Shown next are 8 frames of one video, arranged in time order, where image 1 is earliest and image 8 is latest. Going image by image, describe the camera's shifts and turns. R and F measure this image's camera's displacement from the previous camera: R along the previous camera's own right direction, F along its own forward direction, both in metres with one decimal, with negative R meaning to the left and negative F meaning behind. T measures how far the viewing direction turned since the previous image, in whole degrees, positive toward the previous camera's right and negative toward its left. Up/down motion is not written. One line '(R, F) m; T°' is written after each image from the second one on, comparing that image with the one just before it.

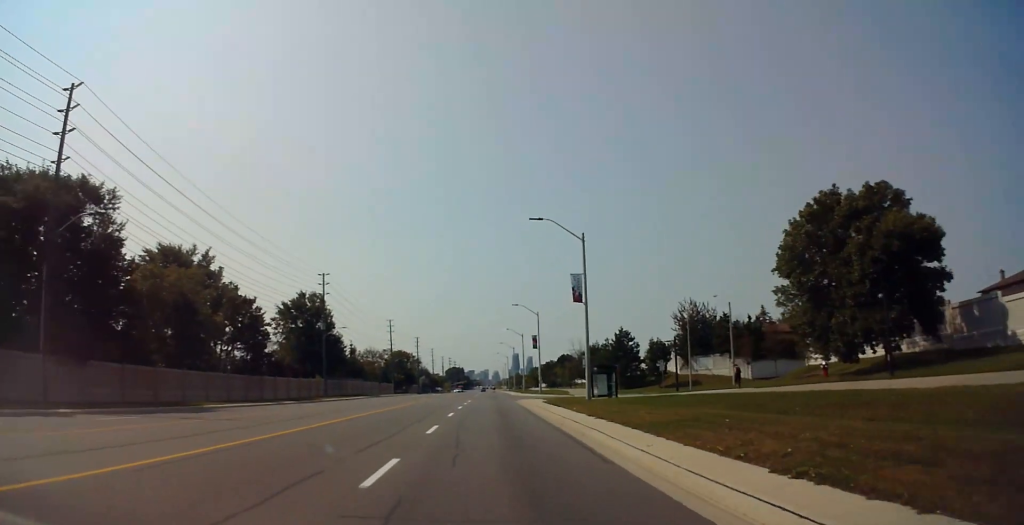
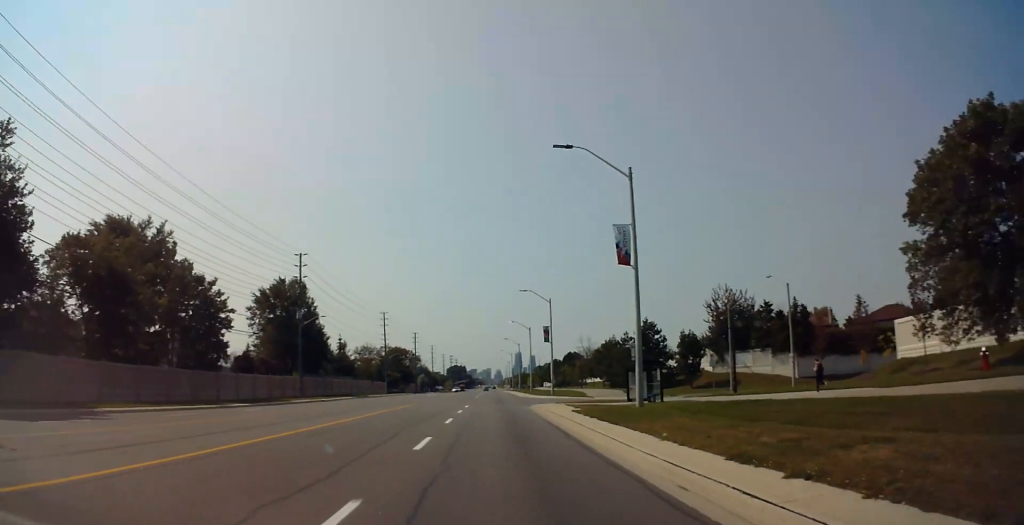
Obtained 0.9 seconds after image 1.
(-0.2, +13.1) m; -1°
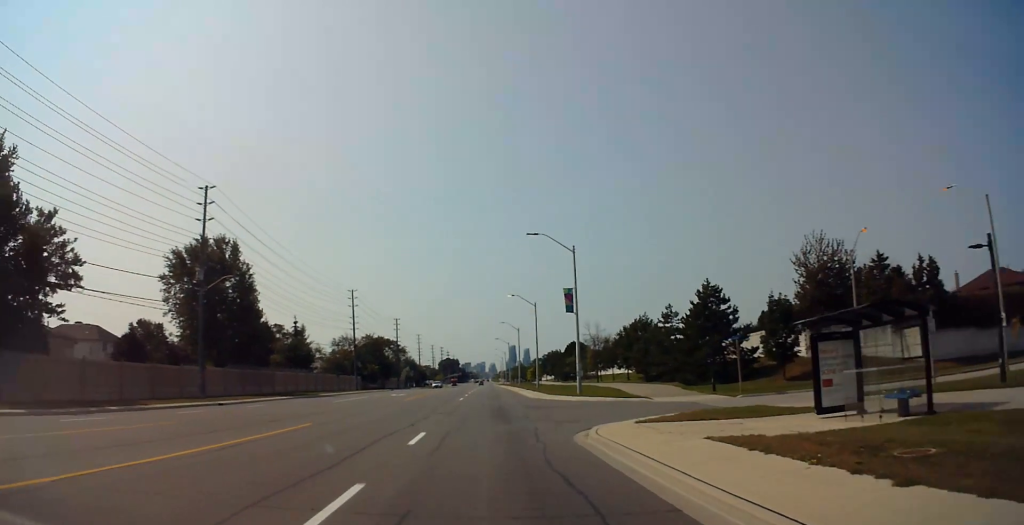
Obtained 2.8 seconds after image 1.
(+0.5, +26.3) m; +1°
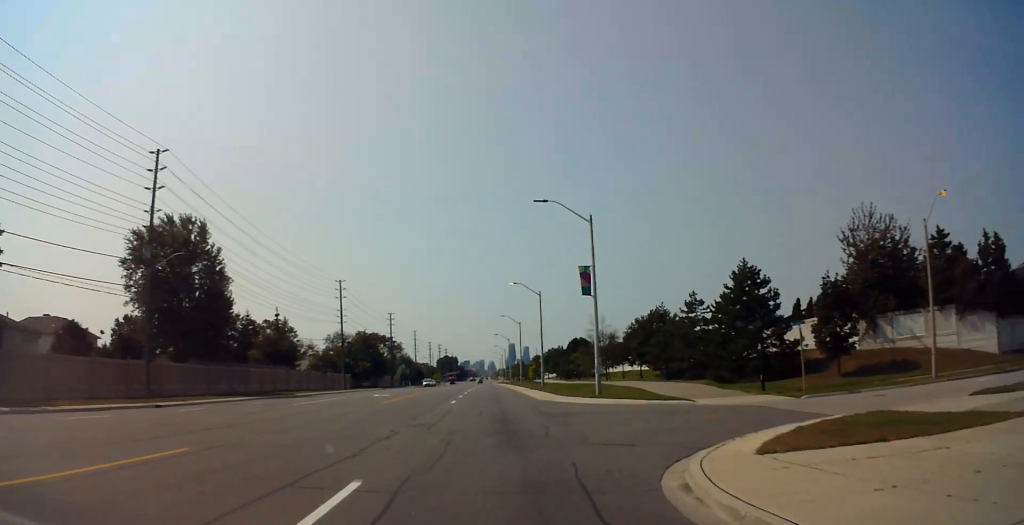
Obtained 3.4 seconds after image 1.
(-0.2, +8.8) m; -1°
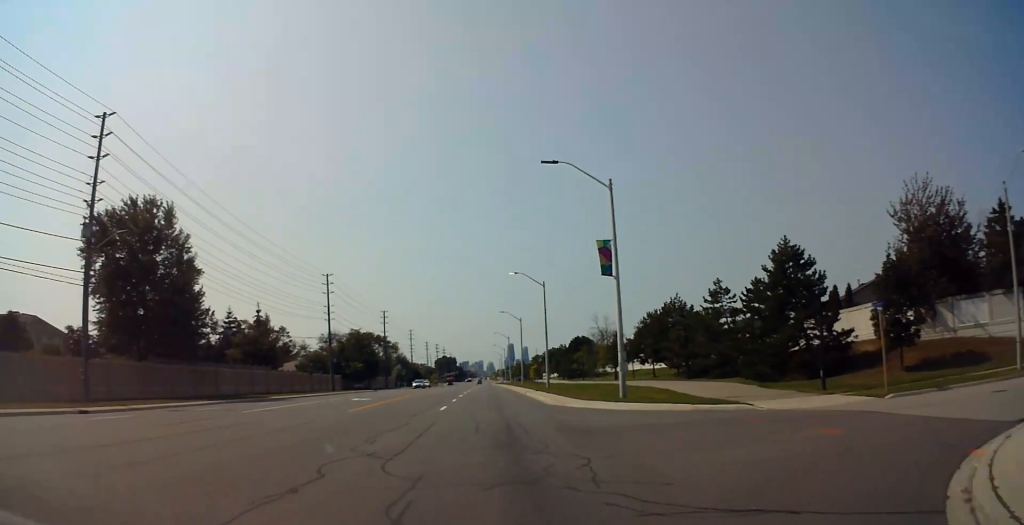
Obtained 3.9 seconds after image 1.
(-0.1, +7.4) m; -1°
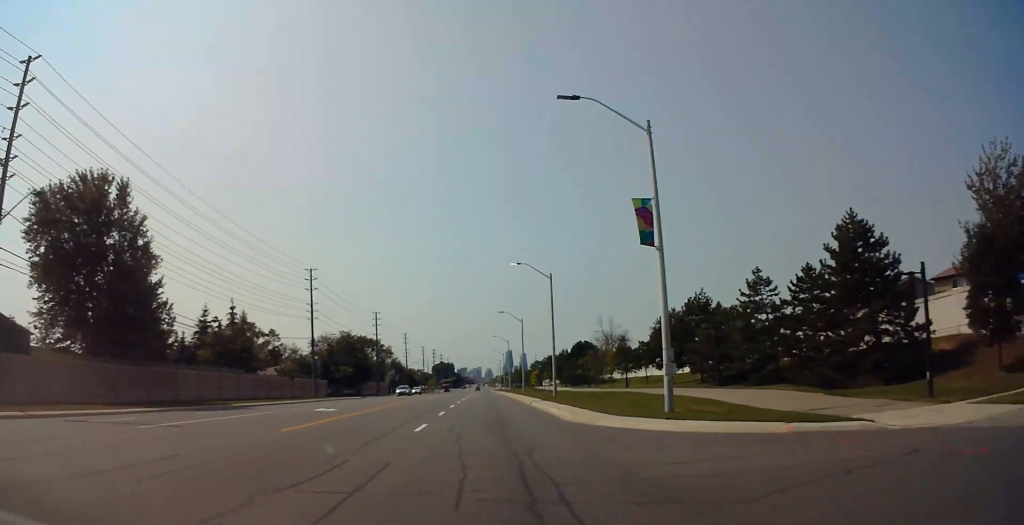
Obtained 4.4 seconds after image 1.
(0.0, +8.6) m; +1°
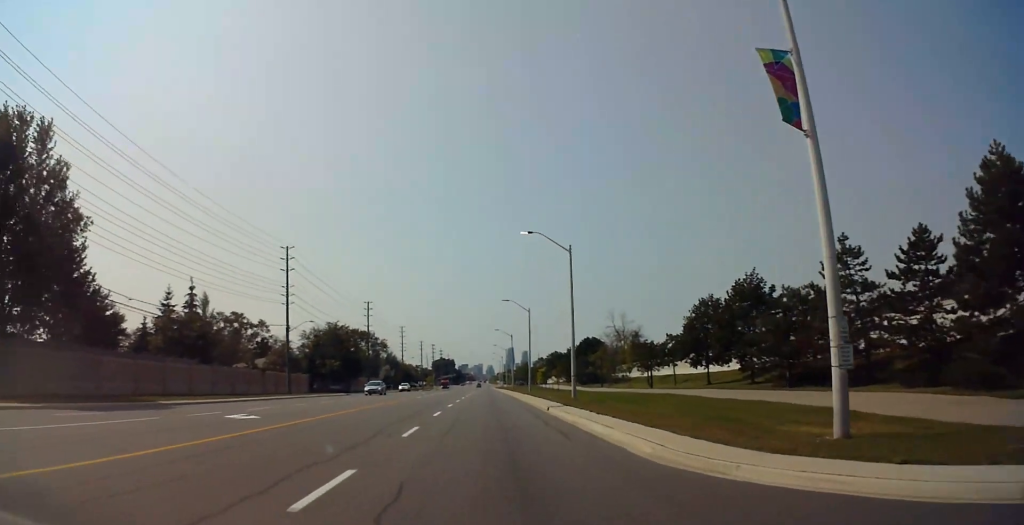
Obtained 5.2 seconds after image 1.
(+0.1, +11.8) m; 0°
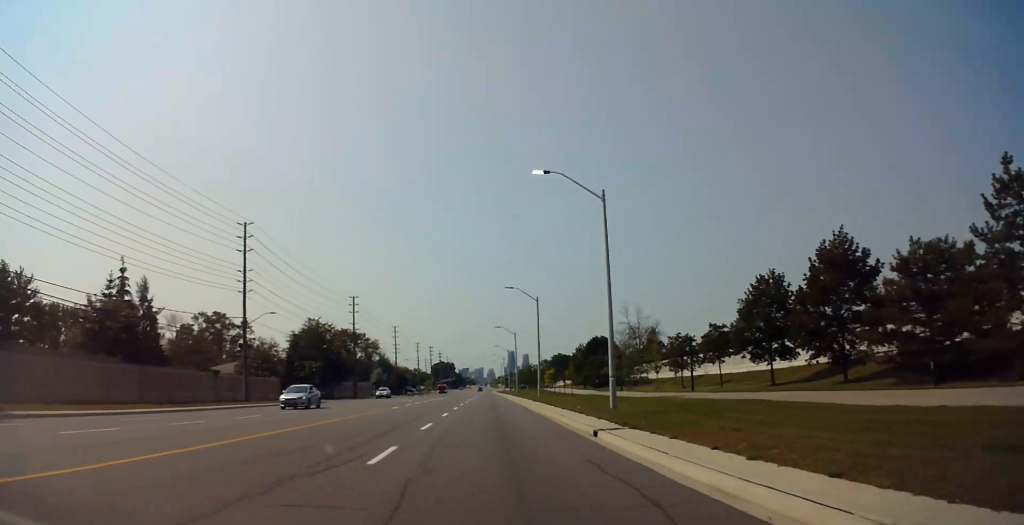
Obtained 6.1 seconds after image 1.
(0.0, +13.6) m; -1°
